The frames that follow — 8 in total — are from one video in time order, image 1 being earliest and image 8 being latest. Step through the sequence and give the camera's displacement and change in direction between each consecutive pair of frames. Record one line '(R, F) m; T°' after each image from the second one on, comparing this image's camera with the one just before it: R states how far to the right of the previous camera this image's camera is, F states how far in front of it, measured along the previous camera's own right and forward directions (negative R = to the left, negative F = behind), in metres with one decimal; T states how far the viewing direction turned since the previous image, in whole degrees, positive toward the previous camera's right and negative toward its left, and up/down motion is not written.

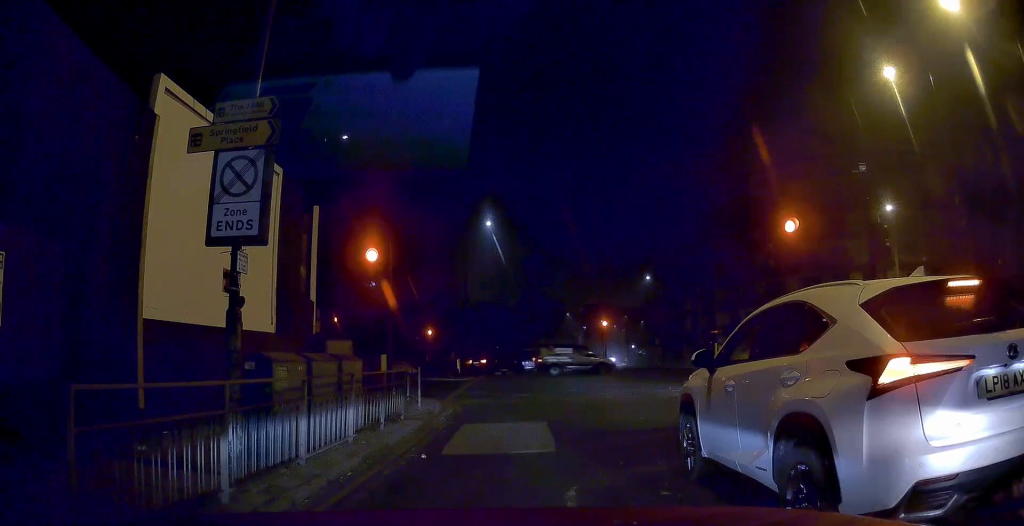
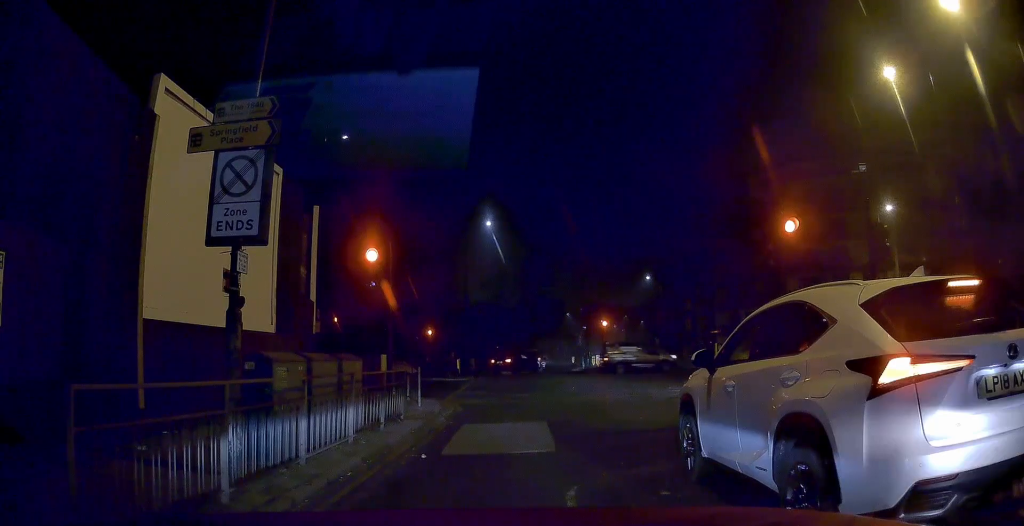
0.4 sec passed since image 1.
(0.0, 0.0) m; 0°
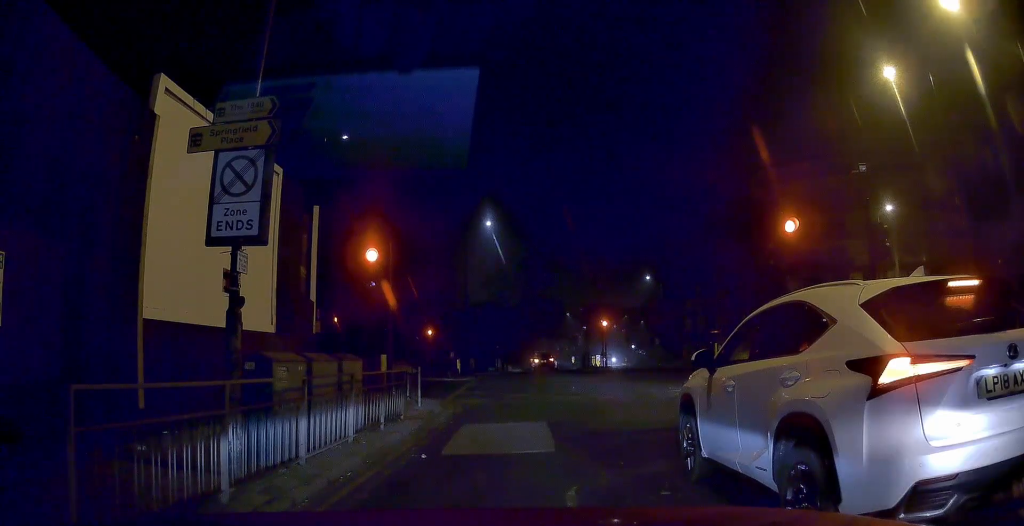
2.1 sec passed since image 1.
(0.0, 0.0) m; 0°
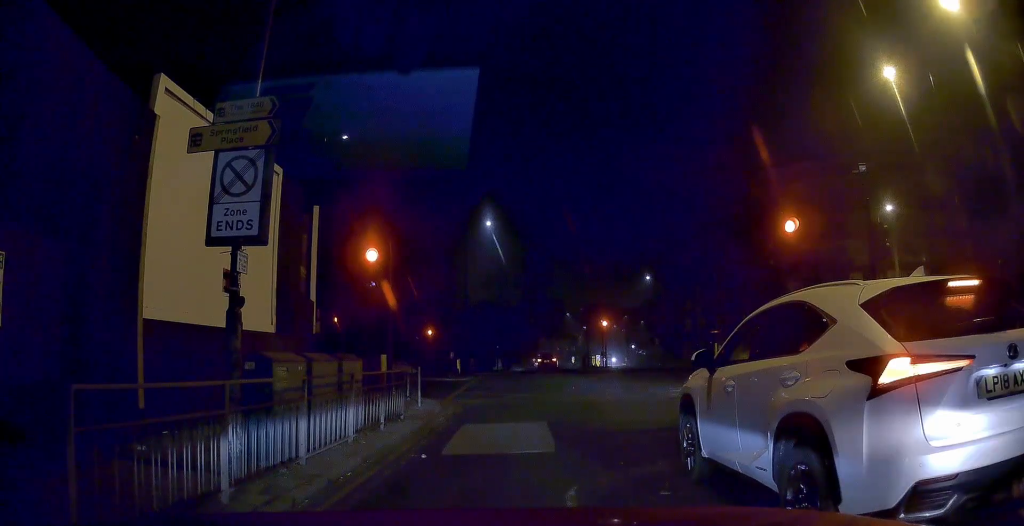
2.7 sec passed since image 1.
(0.0, 0.0) m; 0°
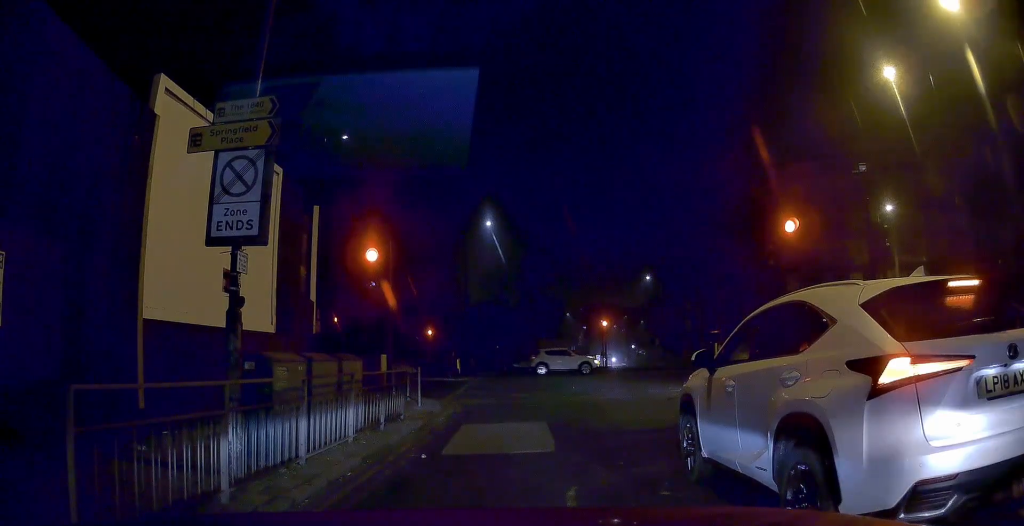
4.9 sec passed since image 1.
(0.0, 0.0) m; 0°
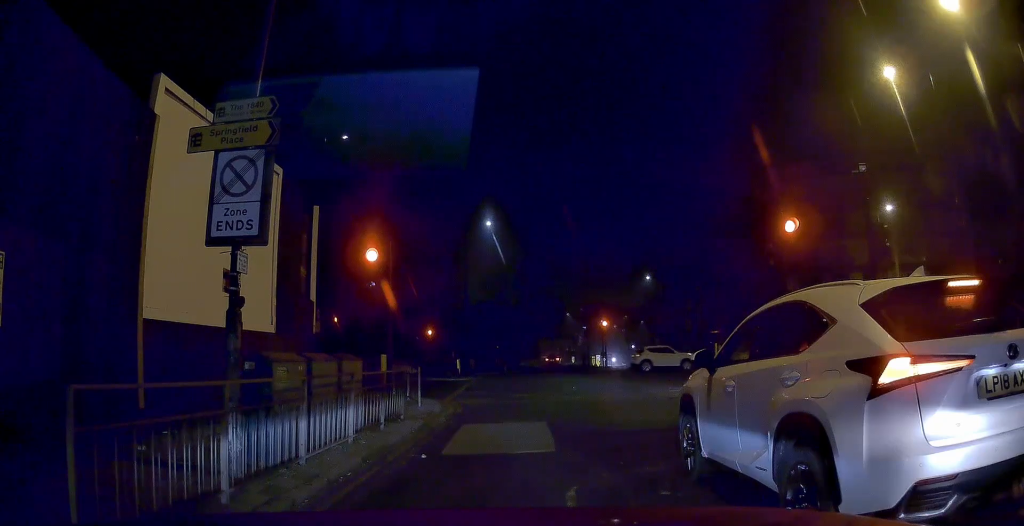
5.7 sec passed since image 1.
(0.0, 0.0) m; 0°
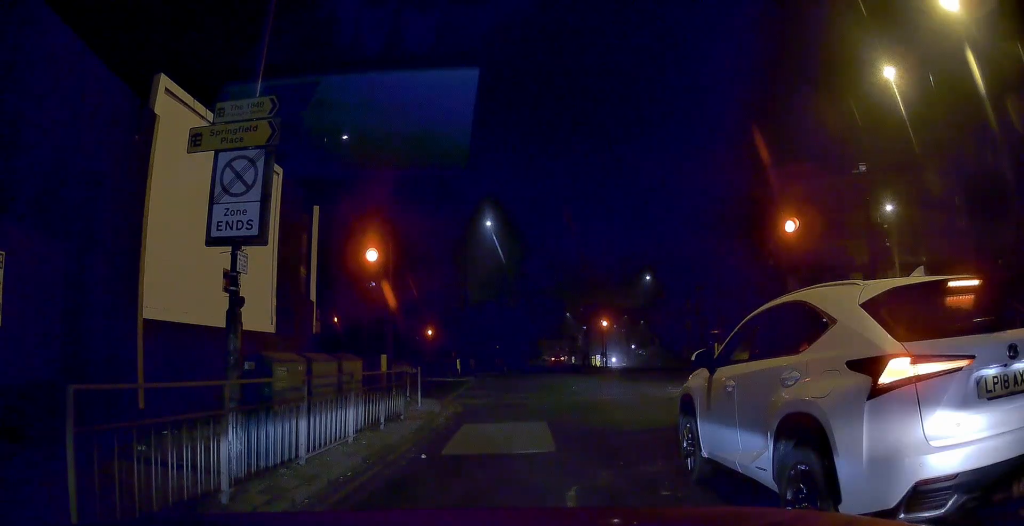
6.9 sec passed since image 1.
(0.0, 0.0) m; 0°
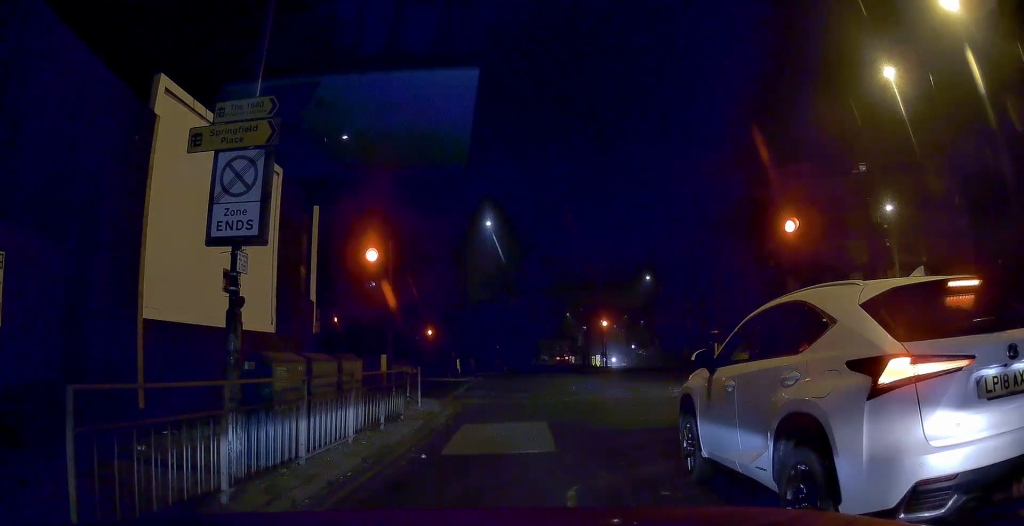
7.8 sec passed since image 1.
(0.0, 0.0) m; 0°
